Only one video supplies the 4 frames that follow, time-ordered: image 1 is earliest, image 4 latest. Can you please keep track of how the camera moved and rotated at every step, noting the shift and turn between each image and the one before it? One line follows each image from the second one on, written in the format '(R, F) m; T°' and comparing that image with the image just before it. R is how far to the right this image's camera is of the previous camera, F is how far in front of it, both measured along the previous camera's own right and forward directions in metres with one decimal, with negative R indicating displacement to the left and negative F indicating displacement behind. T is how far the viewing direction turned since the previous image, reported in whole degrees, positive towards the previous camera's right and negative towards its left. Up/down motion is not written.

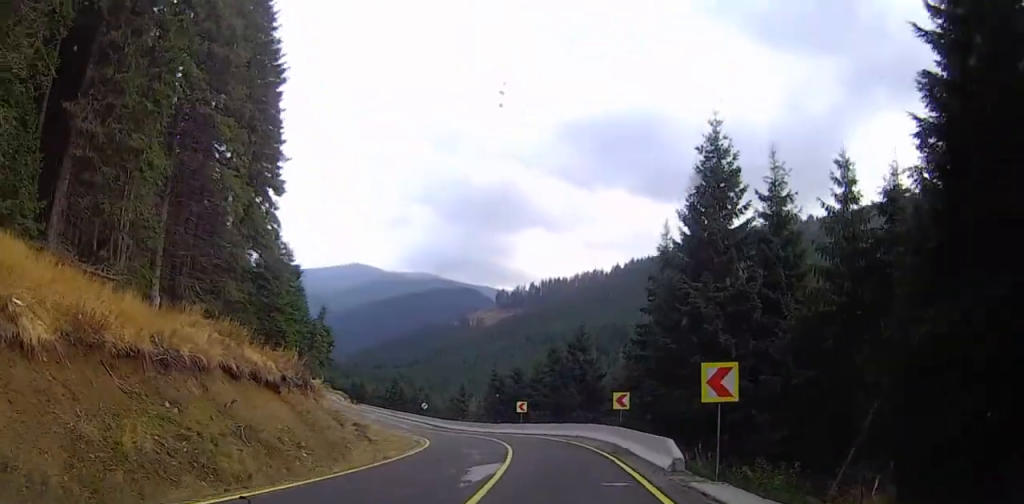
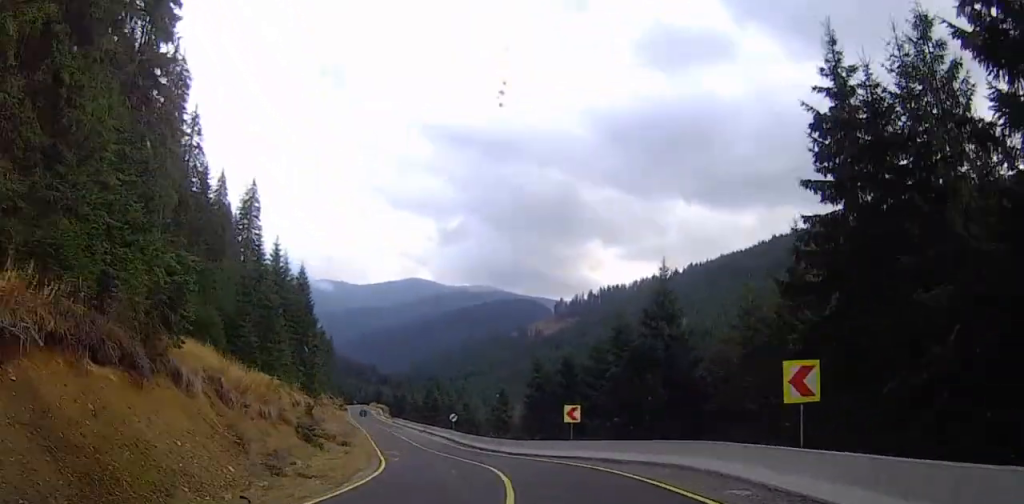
(-0.9, +21.7) m; -7°
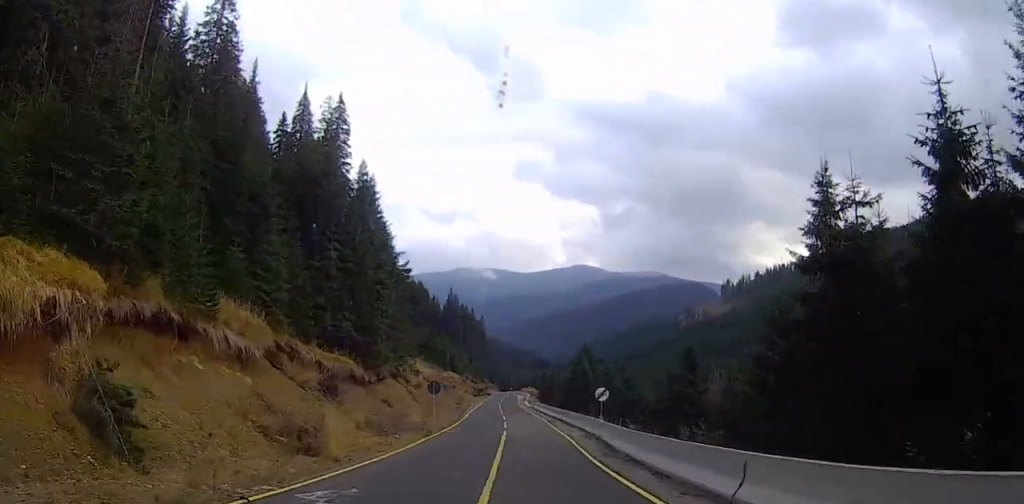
(-3.5, +34.2) m; -11°
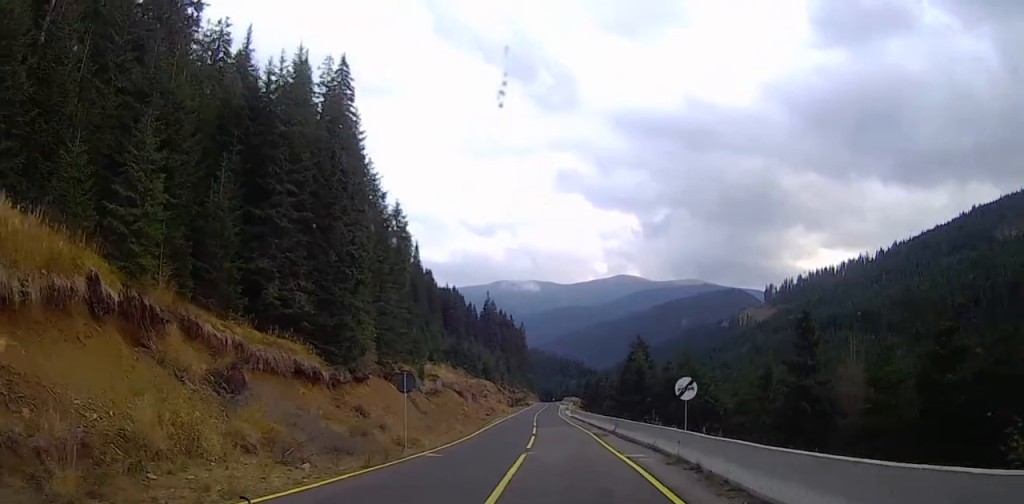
(-0.7, +15.7) m; -5°
